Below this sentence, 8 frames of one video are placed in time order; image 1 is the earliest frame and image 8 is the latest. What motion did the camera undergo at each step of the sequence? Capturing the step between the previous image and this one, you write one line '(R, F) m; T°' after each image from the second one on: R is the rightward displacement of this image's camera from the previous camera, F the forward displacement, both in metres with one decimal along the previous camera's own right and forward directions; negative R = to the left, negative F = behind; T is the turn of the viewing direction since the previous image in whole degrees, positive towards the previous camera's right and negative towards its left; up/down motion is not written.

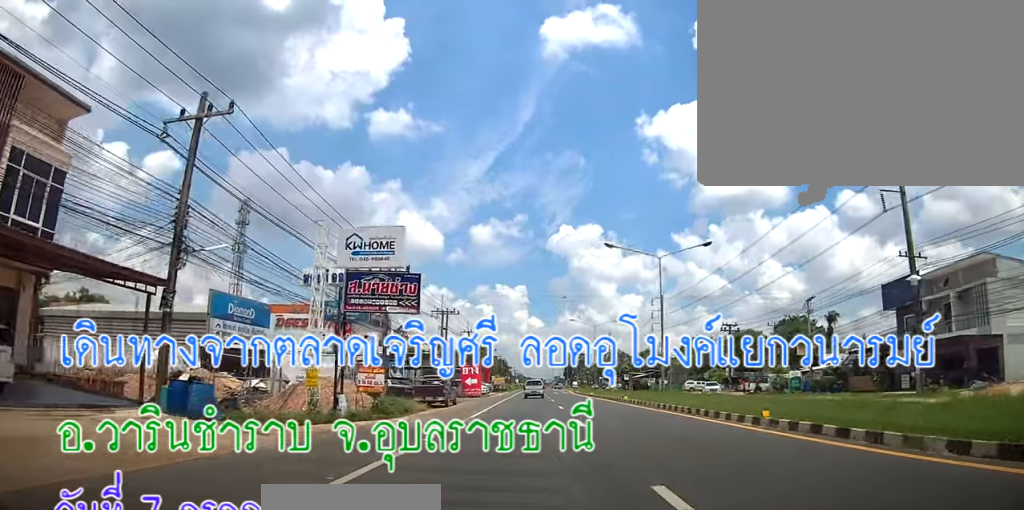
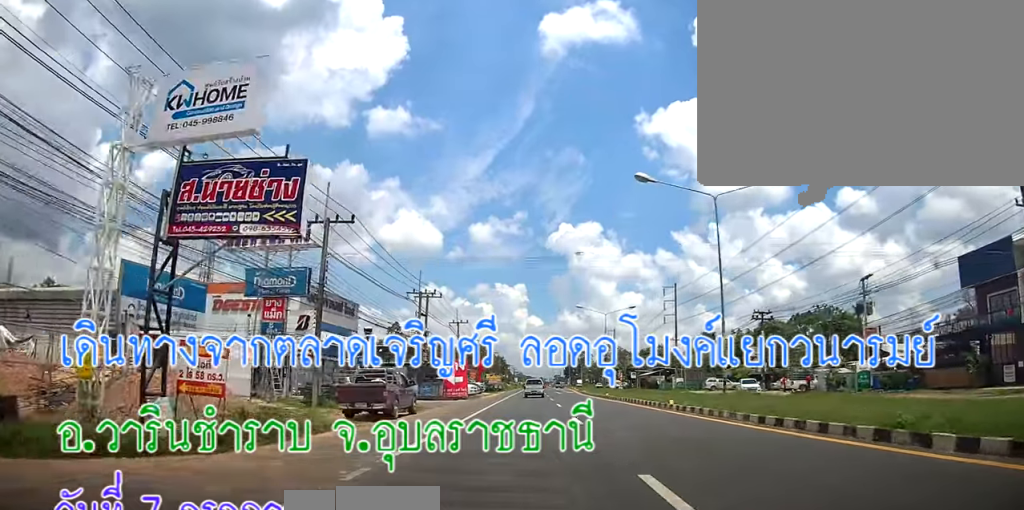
(0.0, +11.4) m; -1°
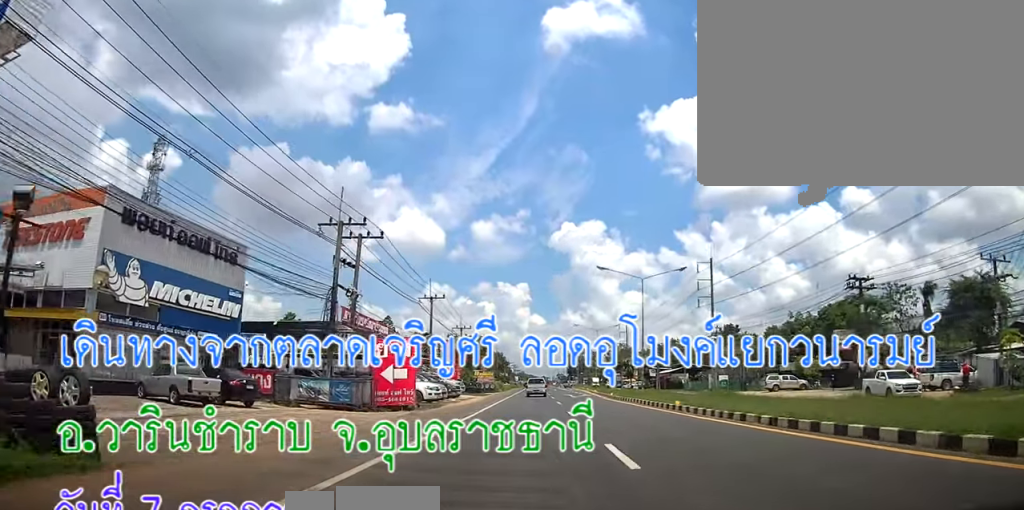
(-0.3, +20.7) m; -1°
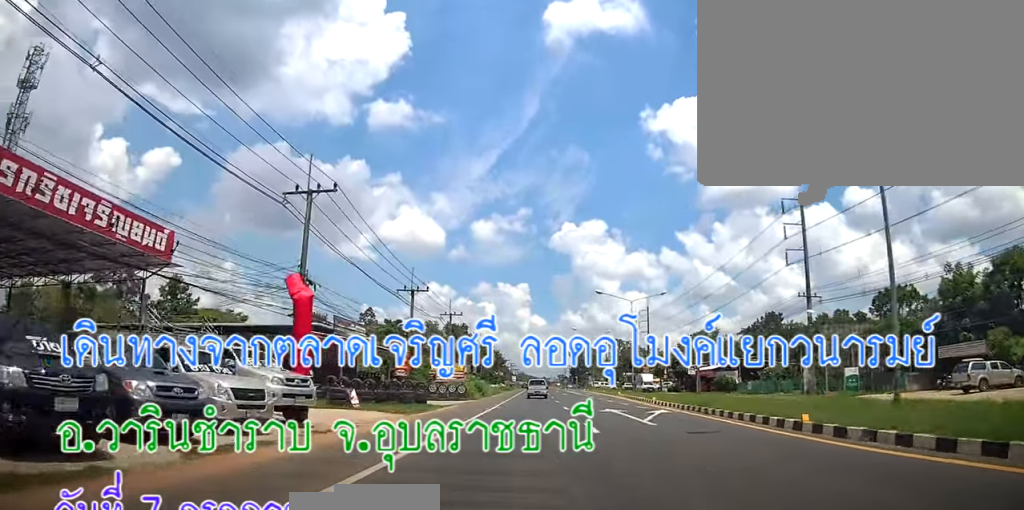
(-0.1, +30.5) m; 0°
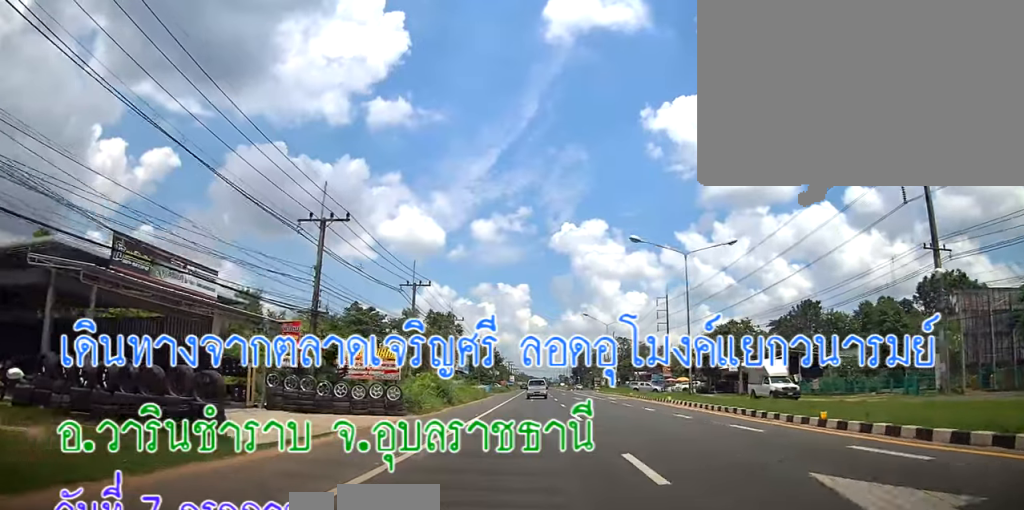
(0.0, +19.5) m; 0°
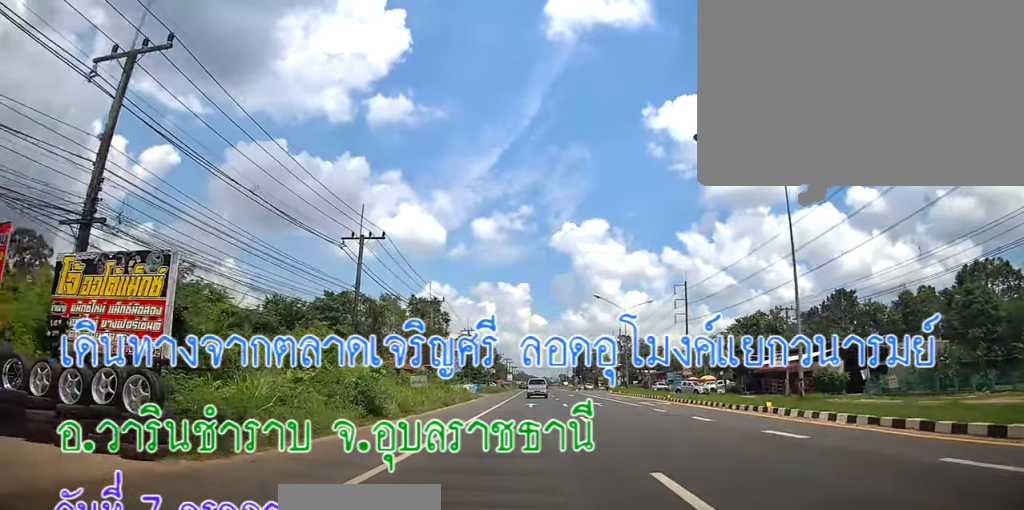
(0.0, +14.1) m; +1°
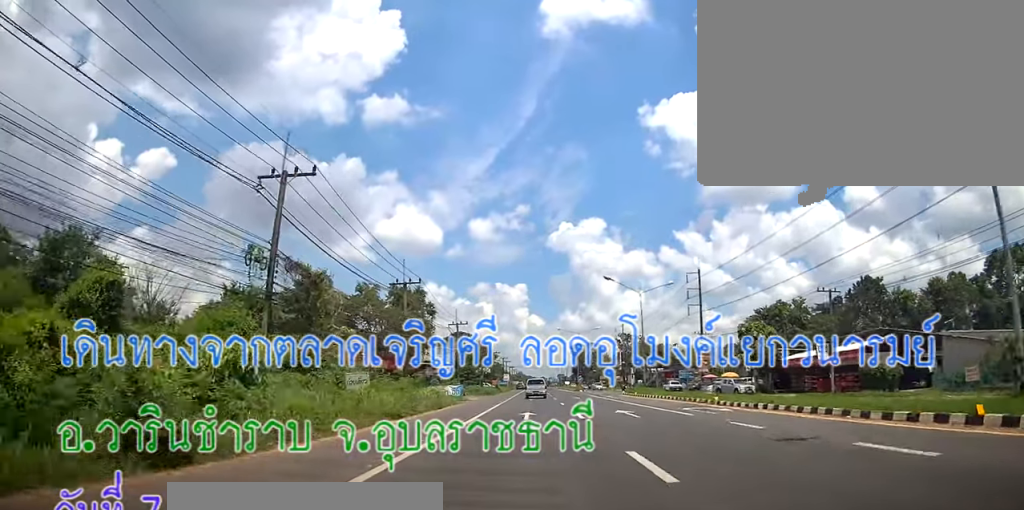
(+0.1, +9.9) m; +1°
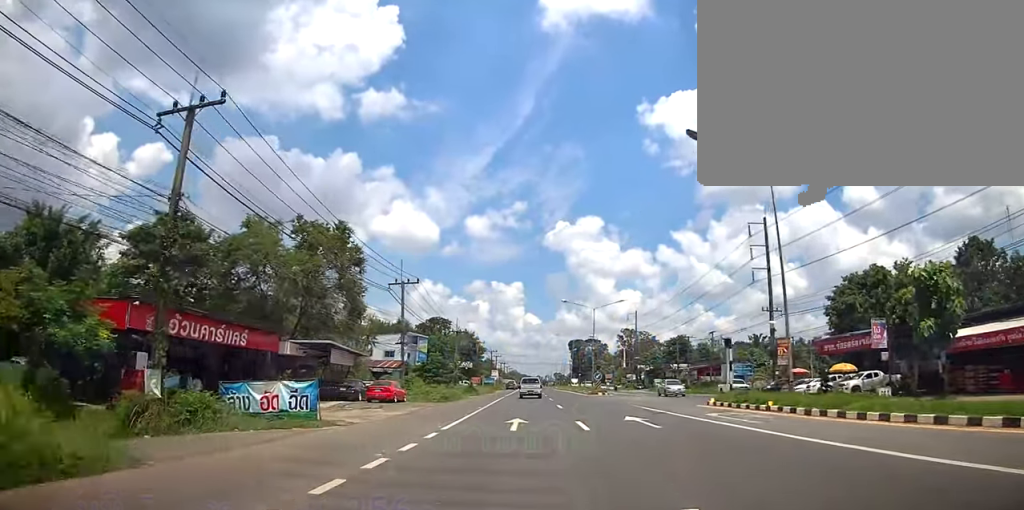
(+0.1, +28.8) m; 0°
